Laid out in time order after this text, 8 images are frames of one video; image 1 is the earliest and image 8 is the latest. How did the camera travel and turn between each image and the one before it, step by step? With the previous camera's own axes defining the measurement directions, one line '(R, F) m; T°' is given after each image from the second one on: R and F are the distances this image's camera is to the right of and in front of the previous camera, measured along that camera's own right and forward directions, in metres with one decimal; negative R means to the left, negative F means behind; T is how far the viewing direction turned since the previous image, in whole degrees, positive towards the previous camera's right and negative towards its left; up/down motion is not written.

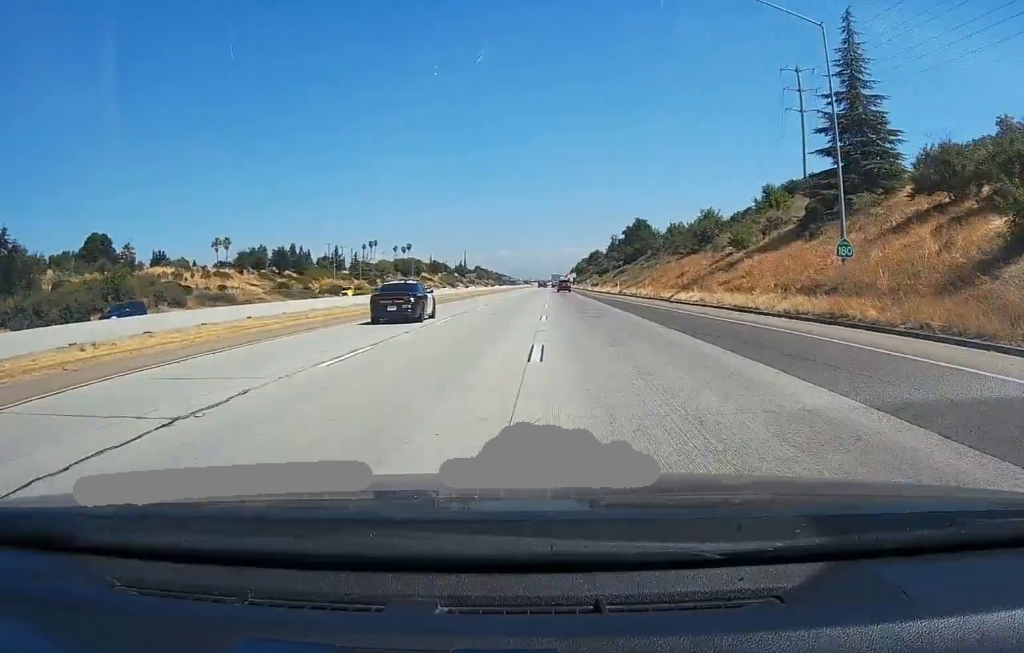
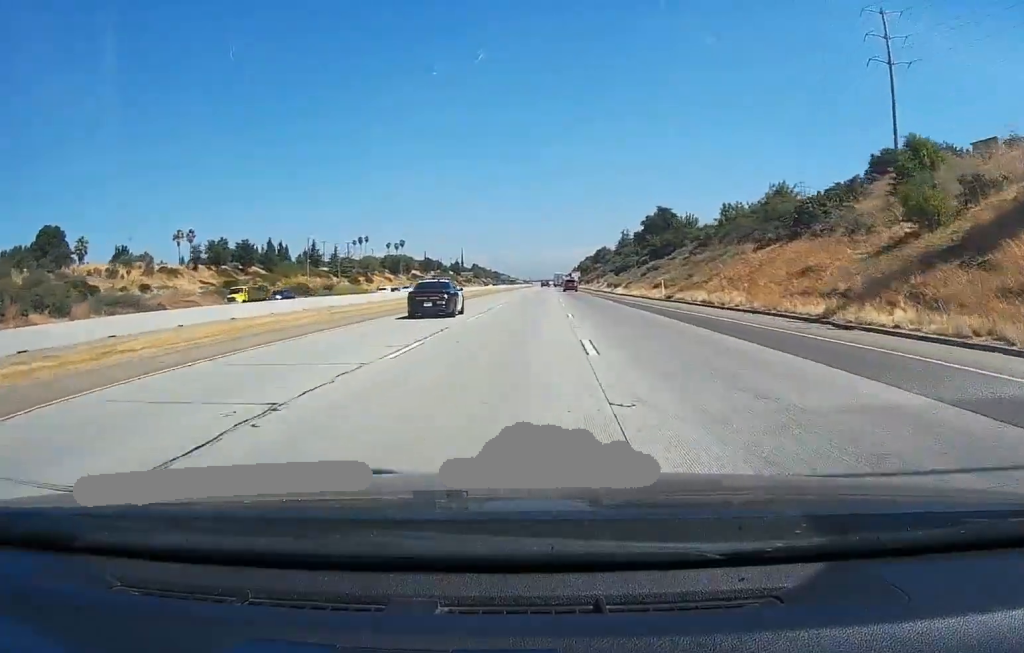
(-0.2, +28.1) m; -1°
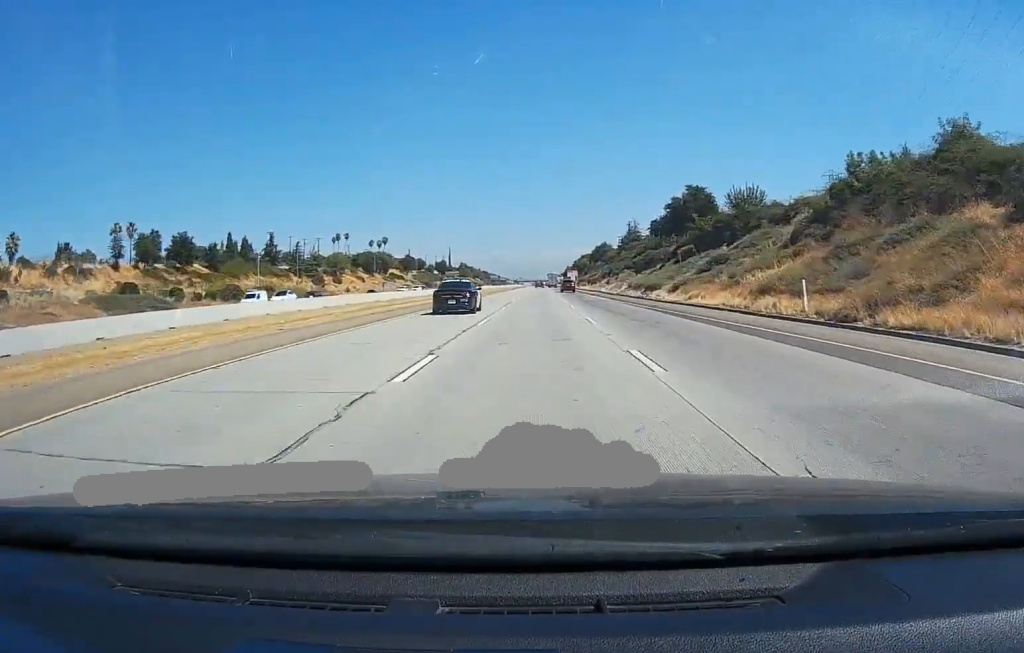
(-0.2, +32.5) m; 0°
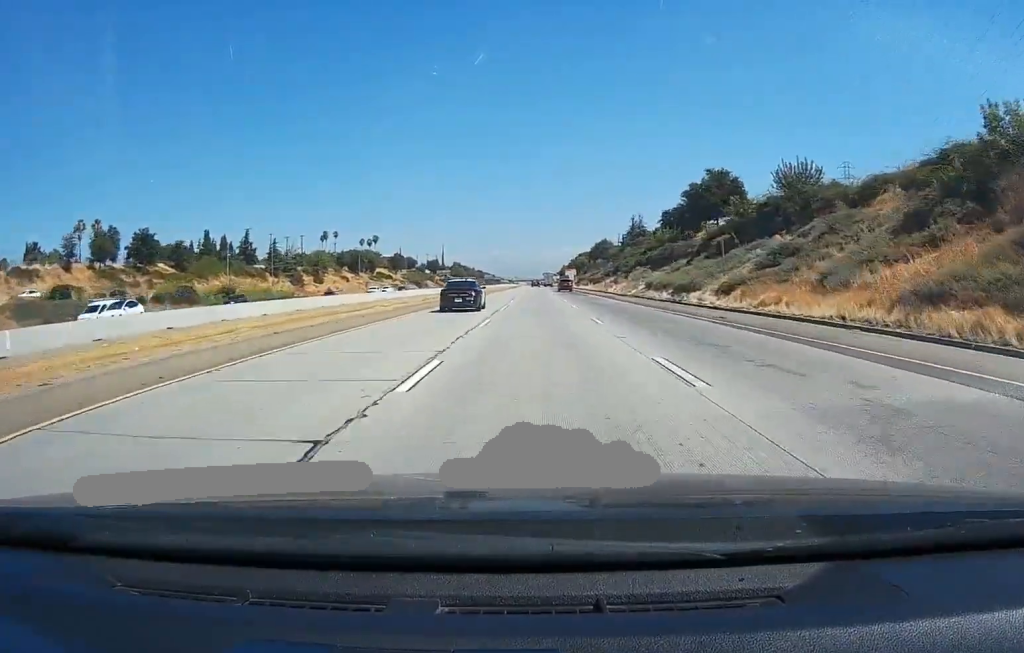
(0.0, +15.8) m; 0°
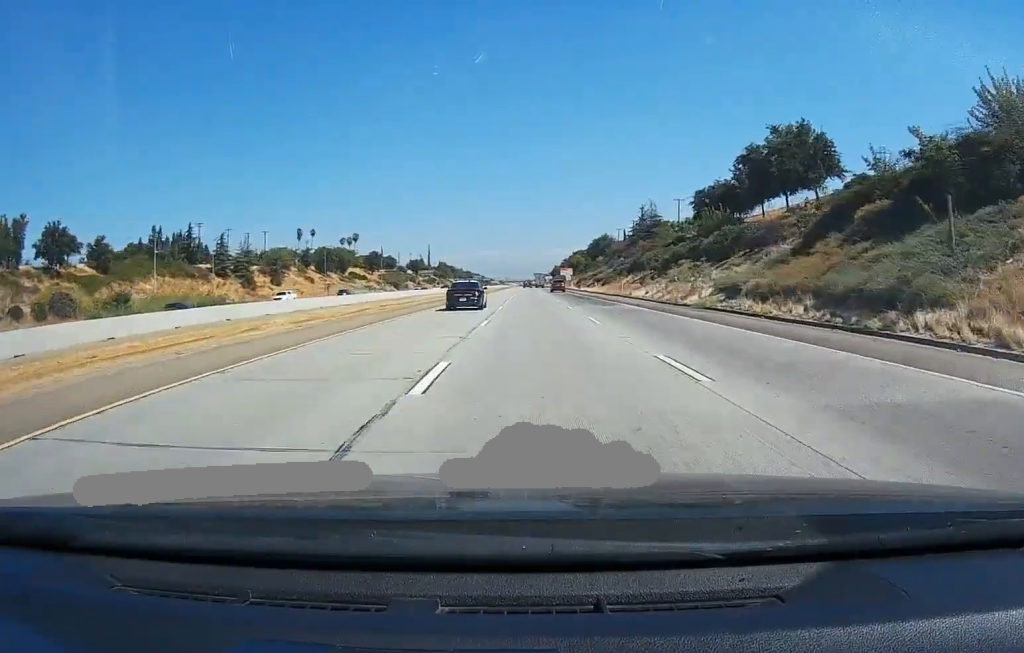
(0.0, +29.4) m; +1°
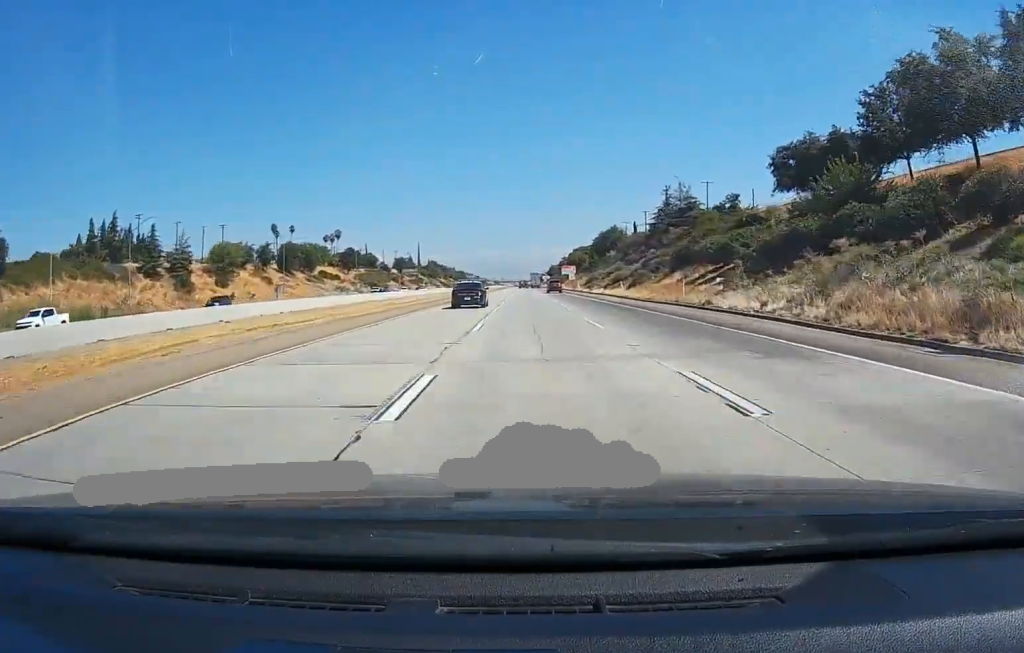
(+0.7, +31.4) m; +1°
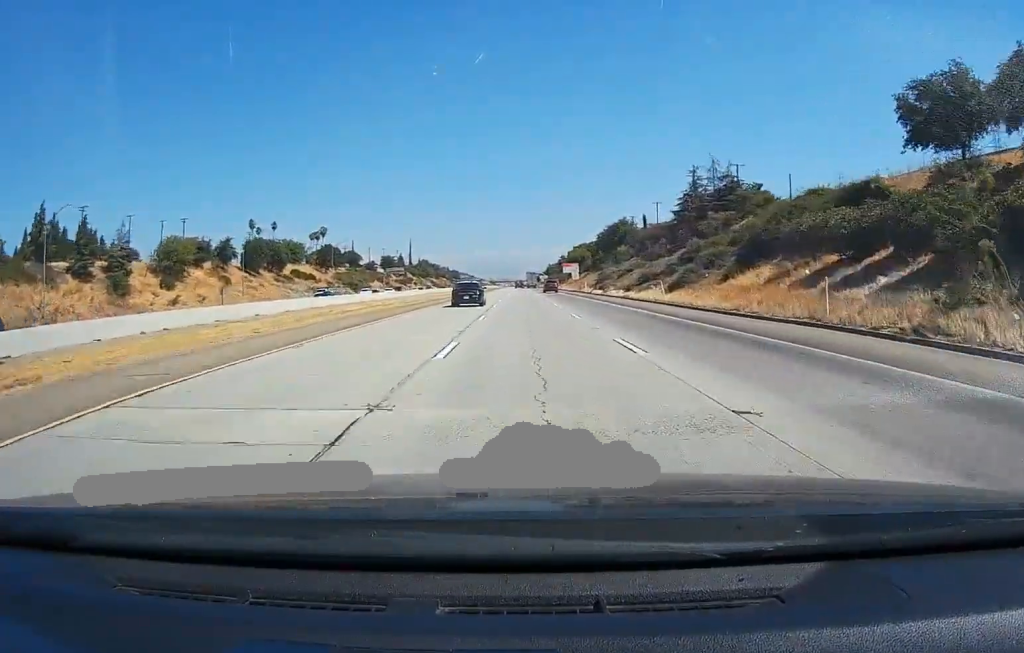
(-0.2, +23.0) m; 0°
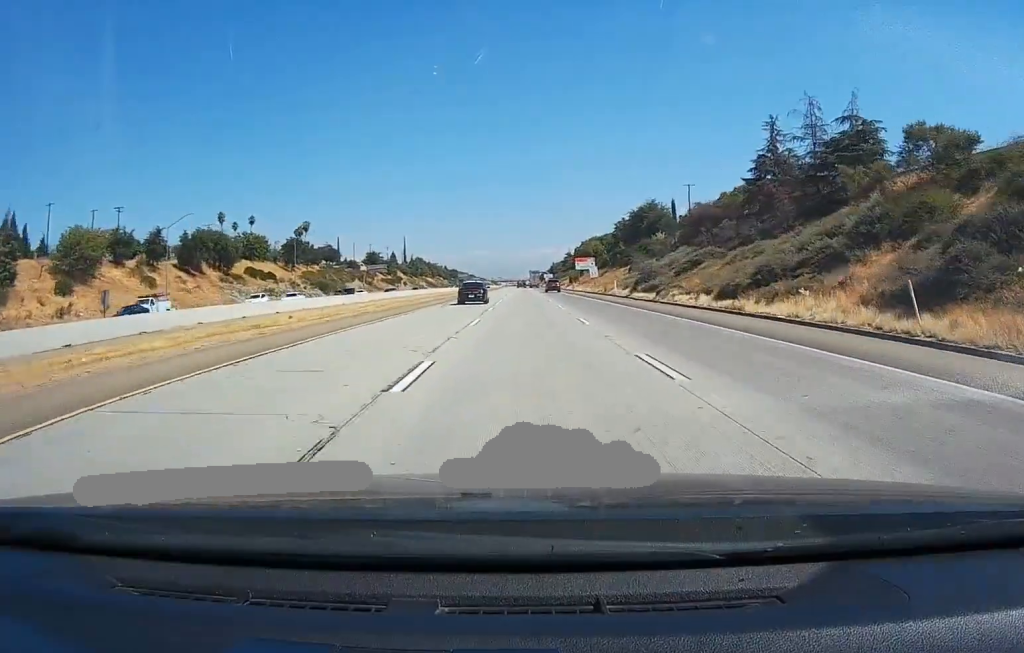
(0.0, +33.6) m; +1°
